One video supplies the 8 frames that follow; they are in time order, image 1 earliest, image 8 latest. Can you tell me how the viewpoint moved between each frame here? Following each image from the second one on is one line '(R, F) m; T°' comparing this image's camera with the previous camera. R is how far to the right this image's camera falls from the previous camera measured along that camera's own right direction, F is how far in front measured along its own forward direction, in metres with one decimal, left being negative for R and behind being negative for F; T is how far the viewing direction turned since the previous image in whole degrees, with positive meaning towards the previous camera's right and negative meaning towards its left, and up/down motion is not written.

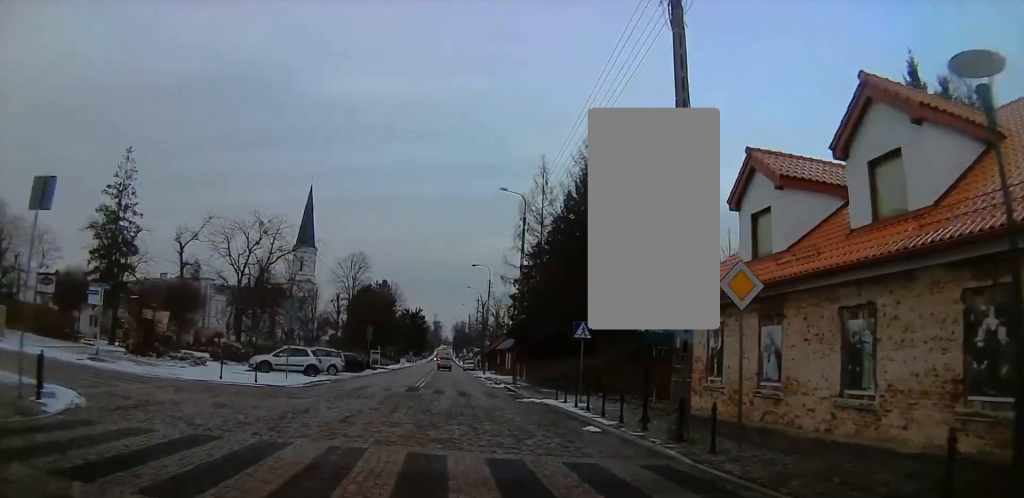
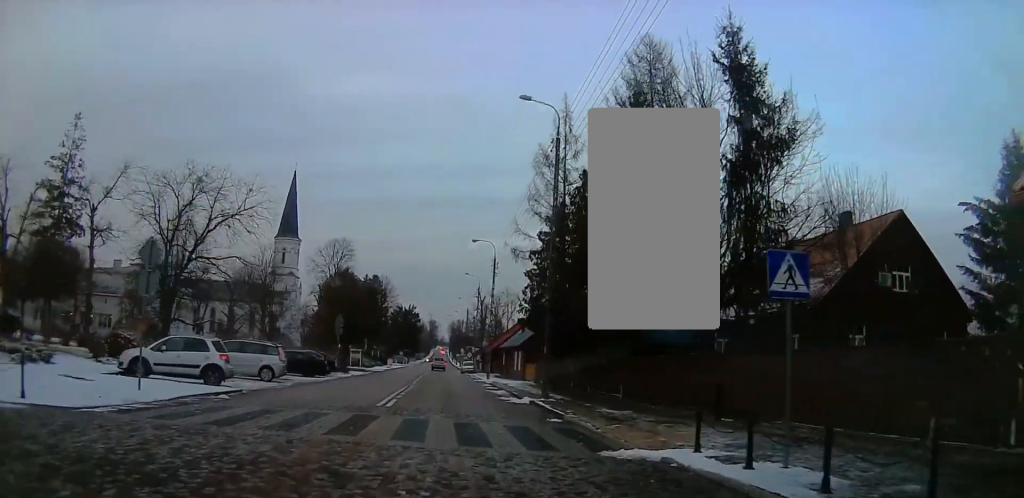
(+0.3, +14.6) m; +3°
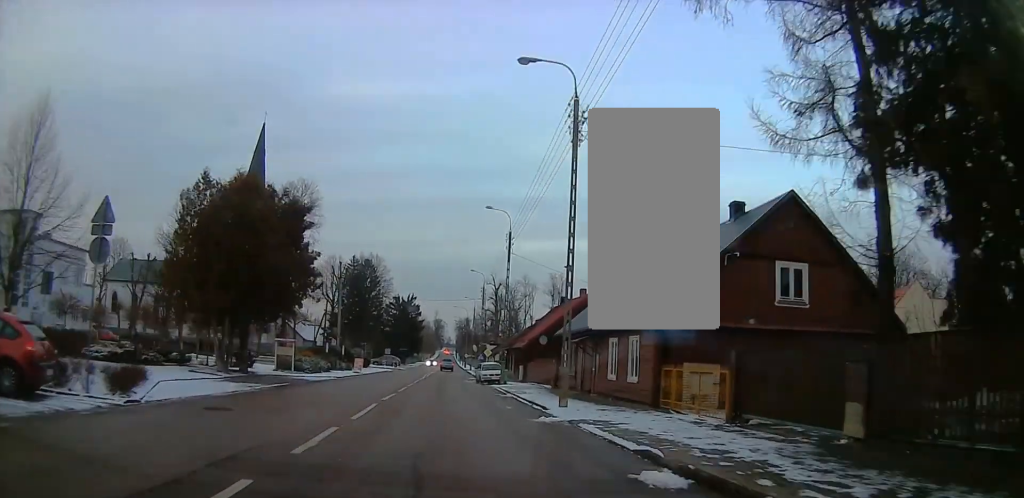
(-0.6, +32.6) m; -1°
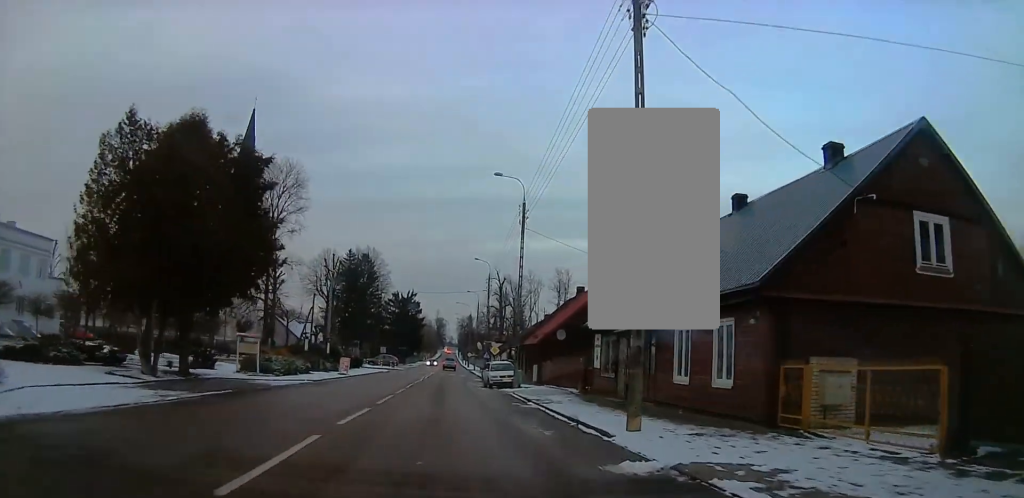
(+0.1, +7.6) m; 0°
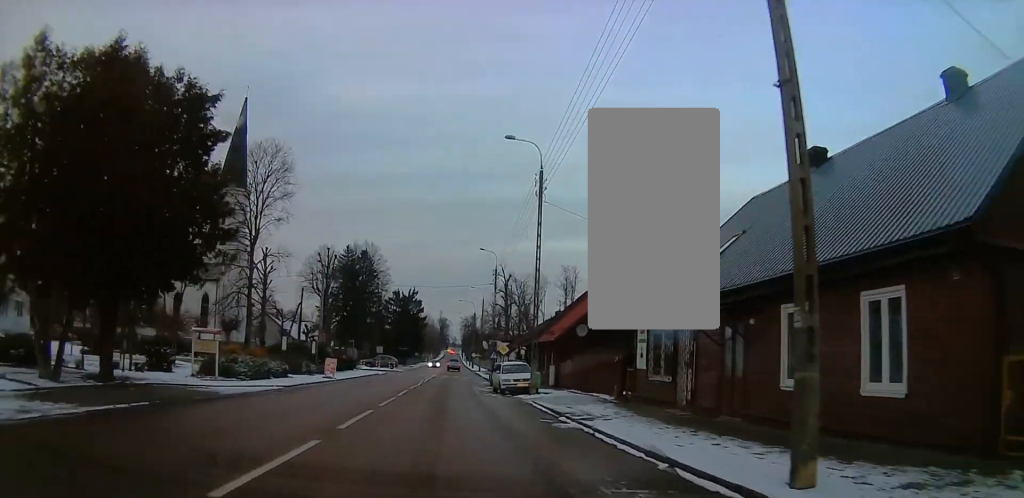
(0.0, +5.9) m; 0°
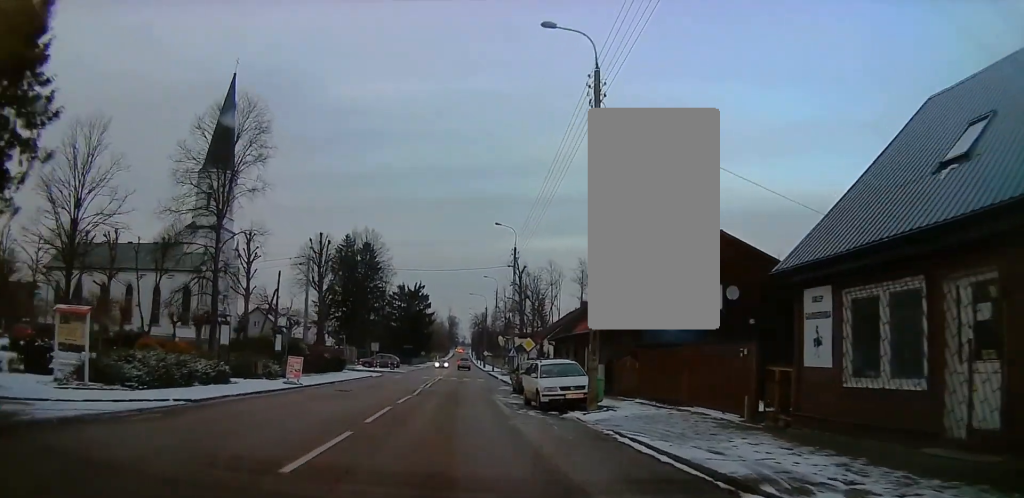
(0.0, +10.6) m; 0°
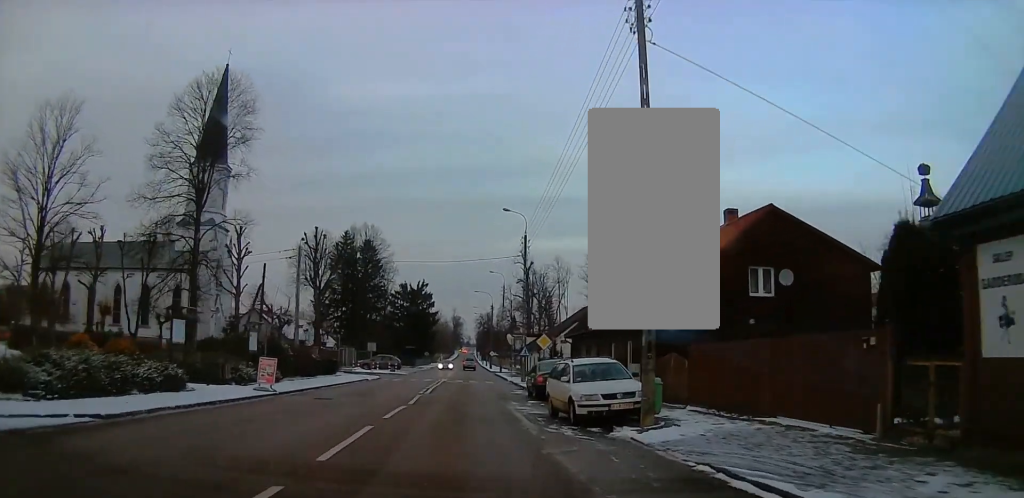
(0.0, +4.7) m; 0°
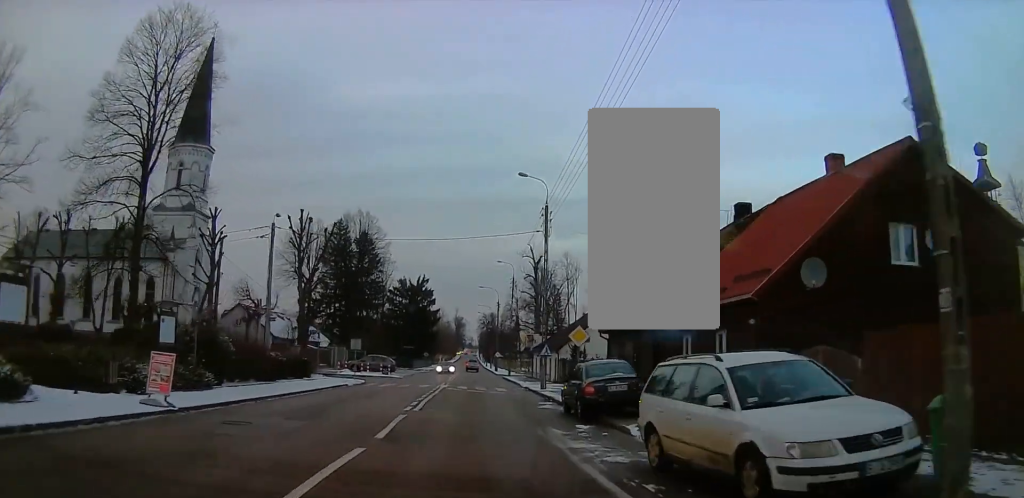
(0.0, +8.4) m; -1°
